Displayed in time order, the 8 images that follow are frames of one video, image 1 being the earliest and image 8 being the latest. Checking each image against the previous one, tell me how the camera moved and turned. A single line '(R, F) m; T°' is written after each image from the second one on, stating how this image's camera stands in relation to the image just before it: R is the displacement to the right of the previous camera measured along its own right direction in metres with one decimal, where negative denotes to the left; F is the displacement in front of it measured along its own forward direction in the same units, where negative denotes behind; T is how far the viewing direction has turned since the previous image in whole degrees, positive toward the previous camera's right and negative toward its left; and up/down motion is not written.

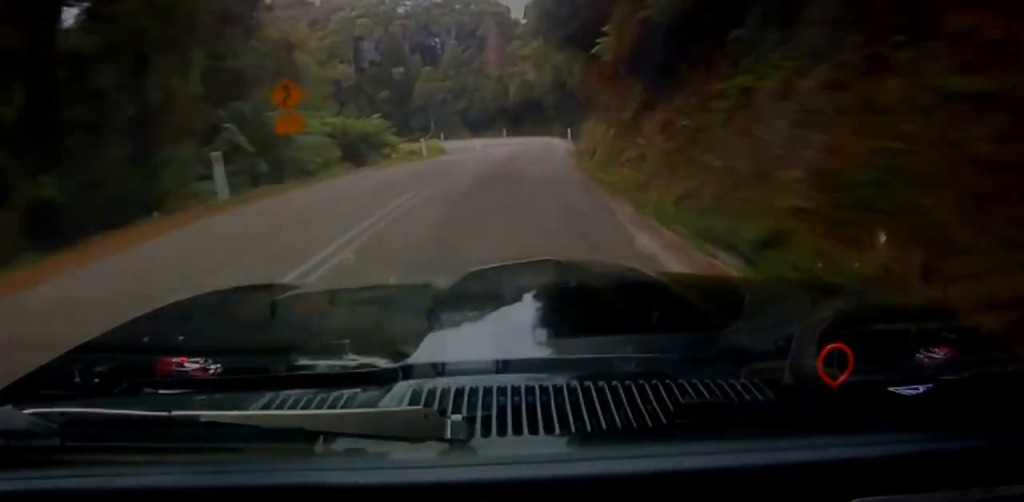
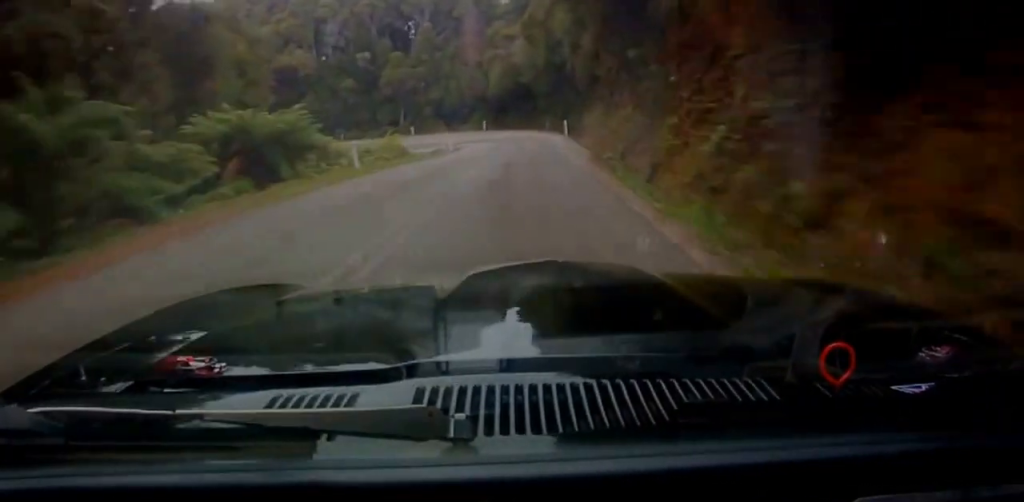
(+0.3, +11.7) m; -6°
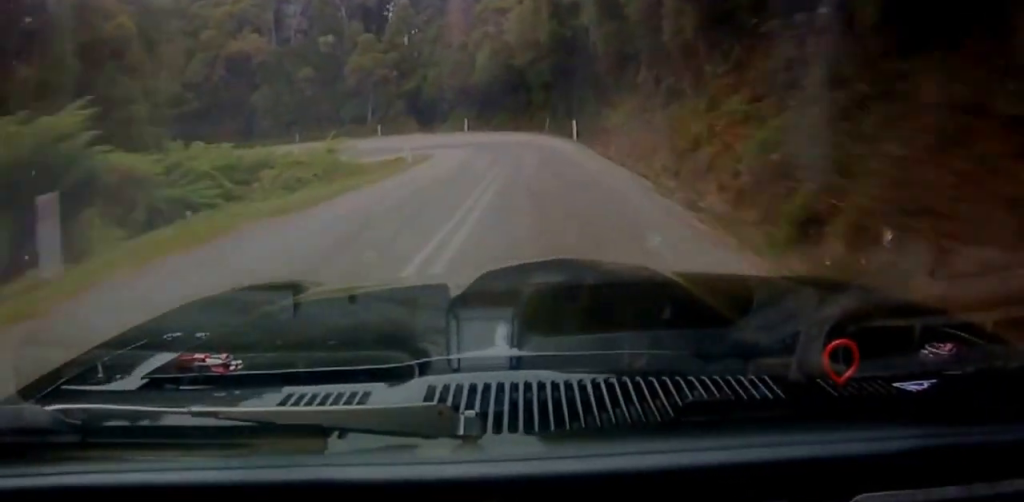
(+2.4, +12.9) m; -12°
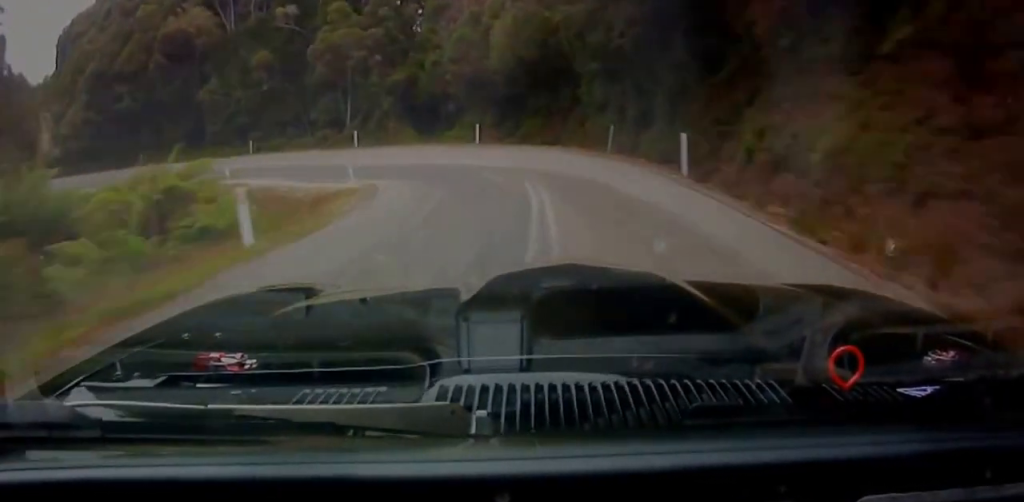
(-6.3, +11.6) m; -33°
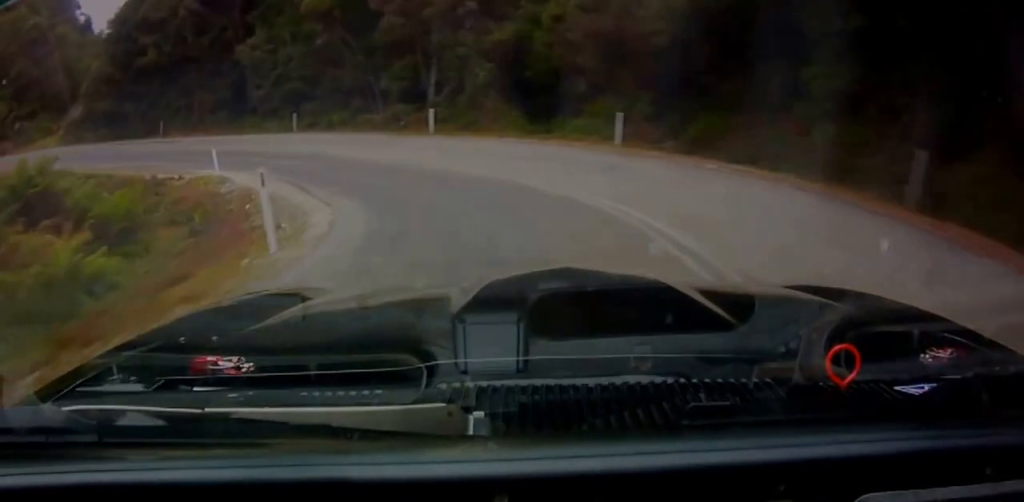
(-2.9, +11.4) m; -16°
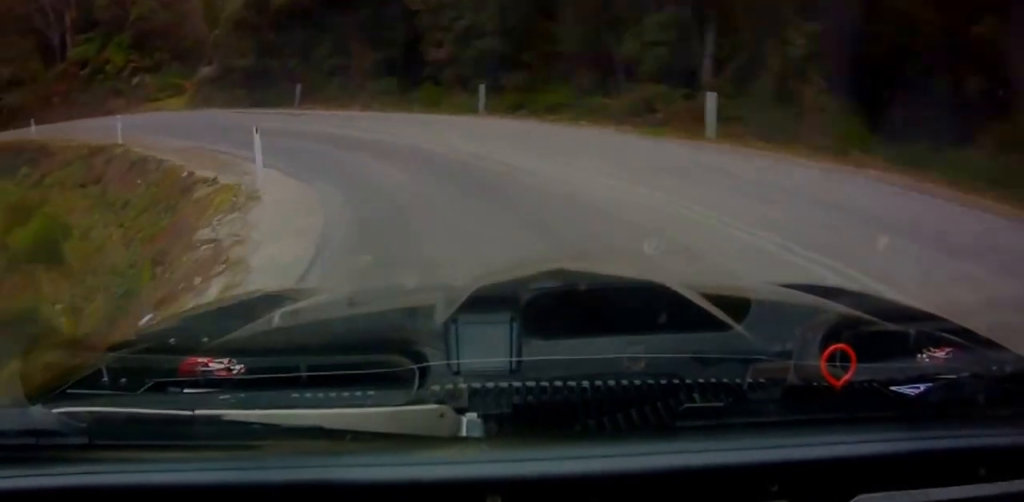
(-0.6, +11.3) m; -3°
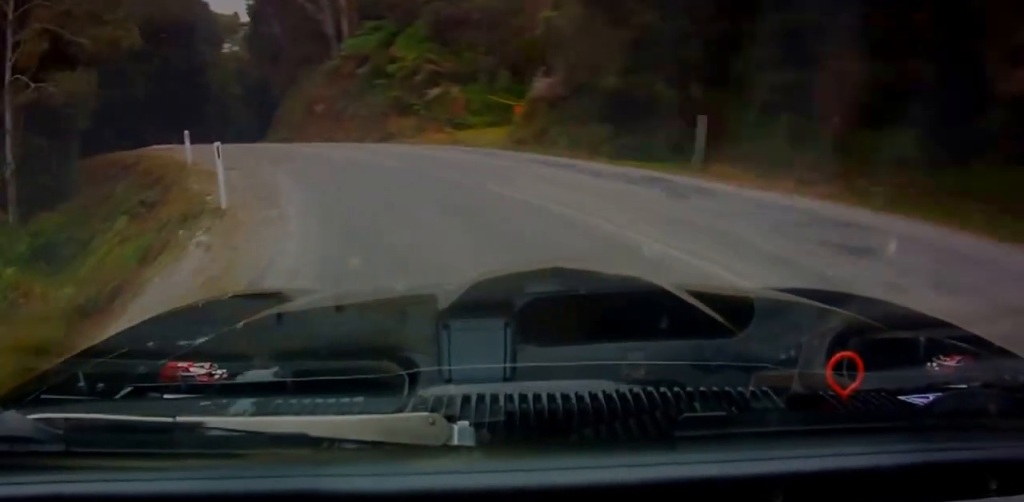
(0.0, +13.0) m; 0°
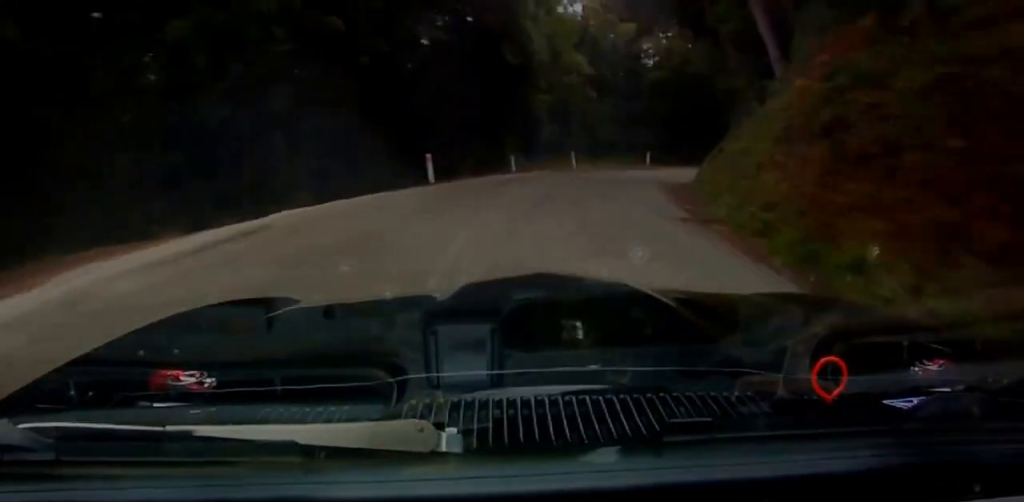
(0.0, +27.2) m; 0°
